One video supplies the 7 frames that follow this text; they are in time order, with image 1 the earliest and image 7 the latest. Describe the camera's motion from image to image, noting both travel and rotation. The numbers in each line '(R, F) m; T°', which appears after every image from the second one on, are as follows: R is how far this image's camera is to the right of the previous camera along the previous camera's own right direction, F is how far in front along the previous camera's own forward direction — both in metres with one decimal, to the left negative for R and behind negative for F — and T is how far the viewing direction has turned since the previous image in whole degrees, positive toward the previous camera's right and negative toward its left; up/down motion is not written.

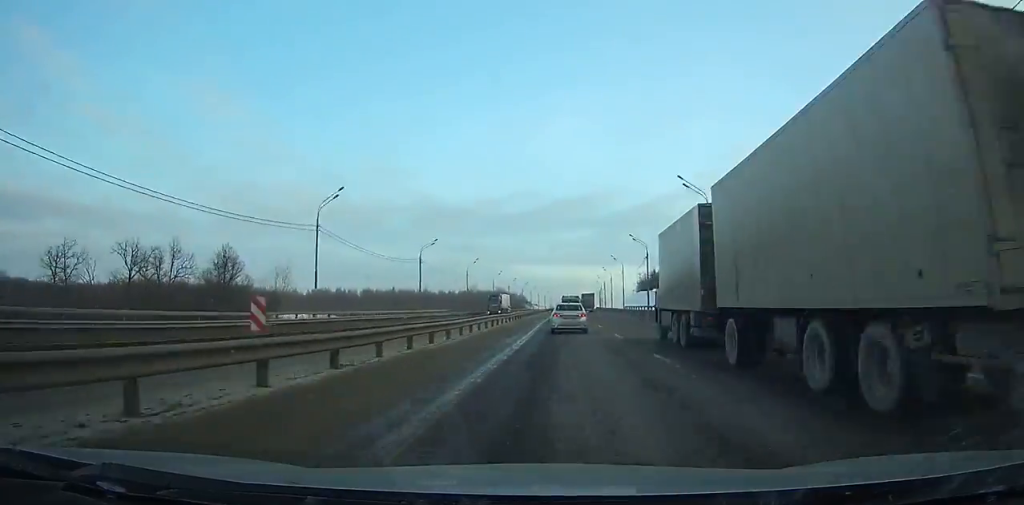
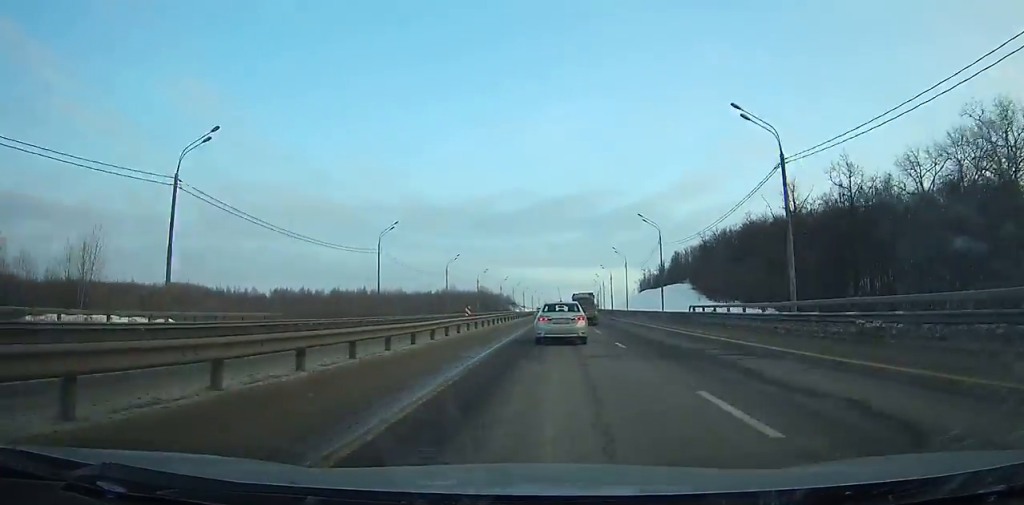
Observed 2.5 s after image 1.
(+0.3, +53.1) m; 0°
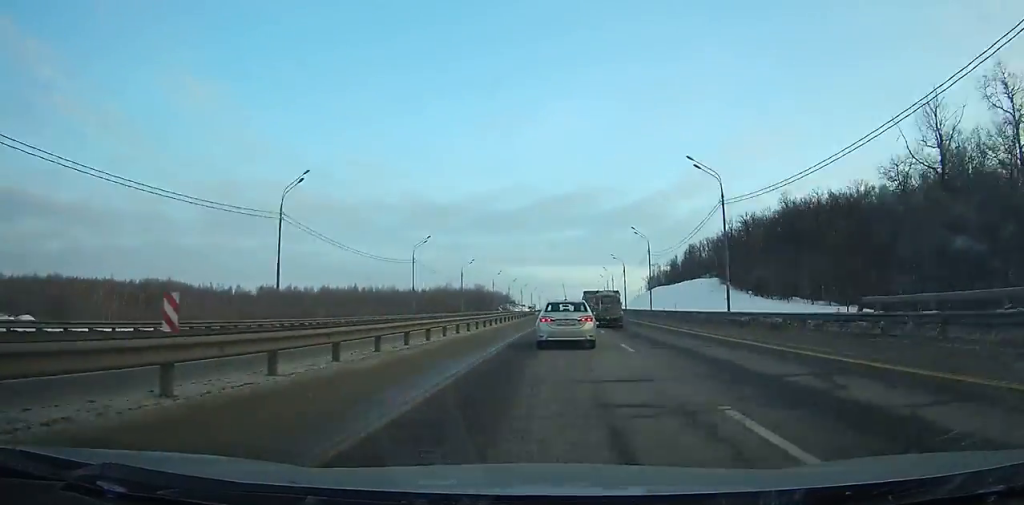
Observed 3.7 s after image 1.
(0.0, +24.8) m; 0°
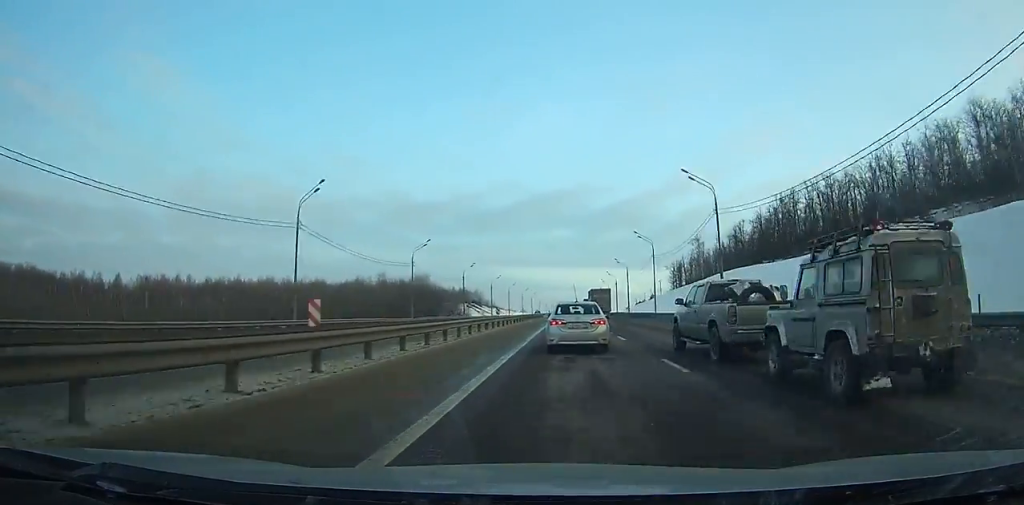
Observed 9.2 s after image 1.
(+1.4, +112.3) m; +1°
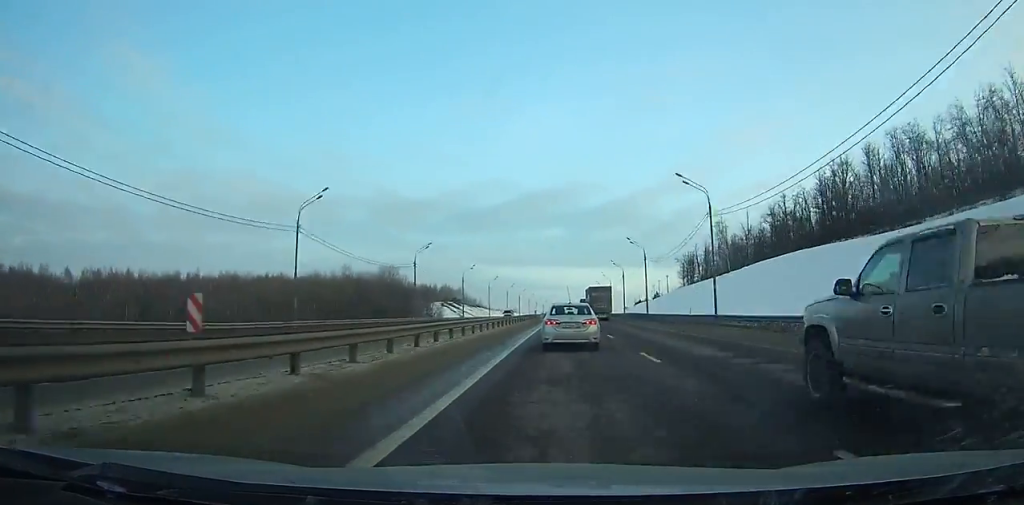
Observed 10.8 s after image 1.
(+0.1, +33.4) m; 0°
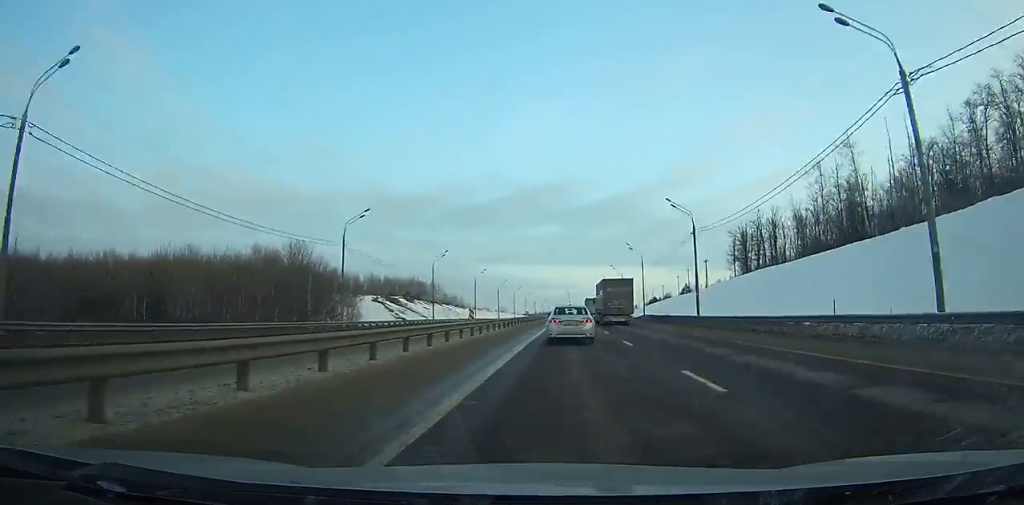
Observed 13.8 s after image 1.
(+0.1, +64.4) m; 0°
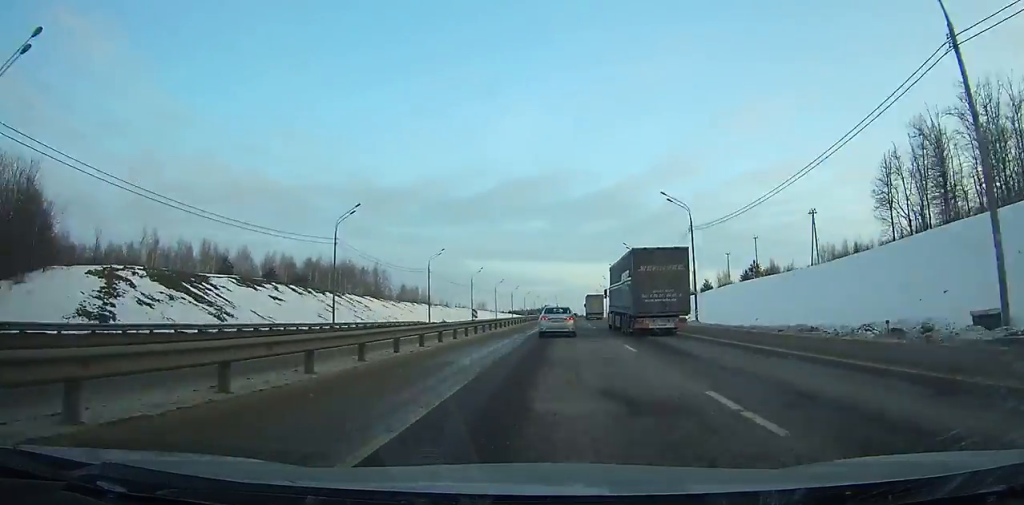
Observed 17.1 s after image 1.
(+0.5, +74.2) m; +1°
